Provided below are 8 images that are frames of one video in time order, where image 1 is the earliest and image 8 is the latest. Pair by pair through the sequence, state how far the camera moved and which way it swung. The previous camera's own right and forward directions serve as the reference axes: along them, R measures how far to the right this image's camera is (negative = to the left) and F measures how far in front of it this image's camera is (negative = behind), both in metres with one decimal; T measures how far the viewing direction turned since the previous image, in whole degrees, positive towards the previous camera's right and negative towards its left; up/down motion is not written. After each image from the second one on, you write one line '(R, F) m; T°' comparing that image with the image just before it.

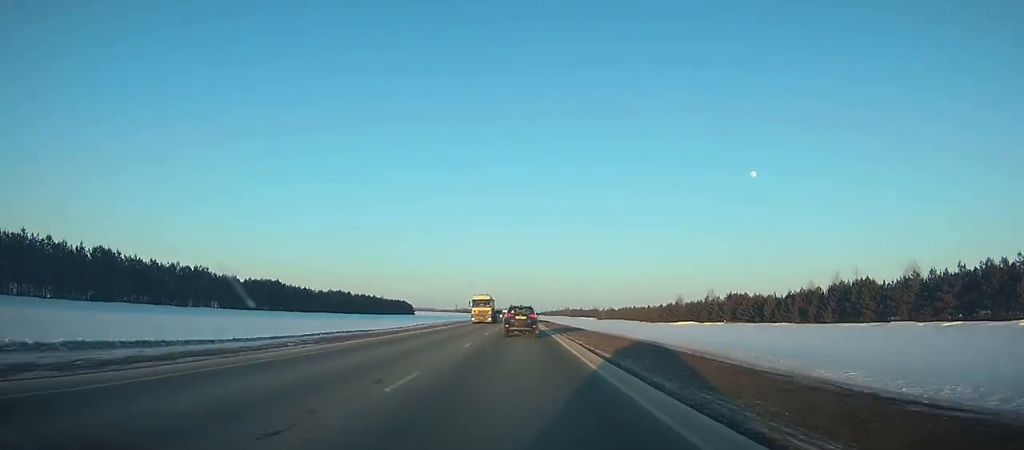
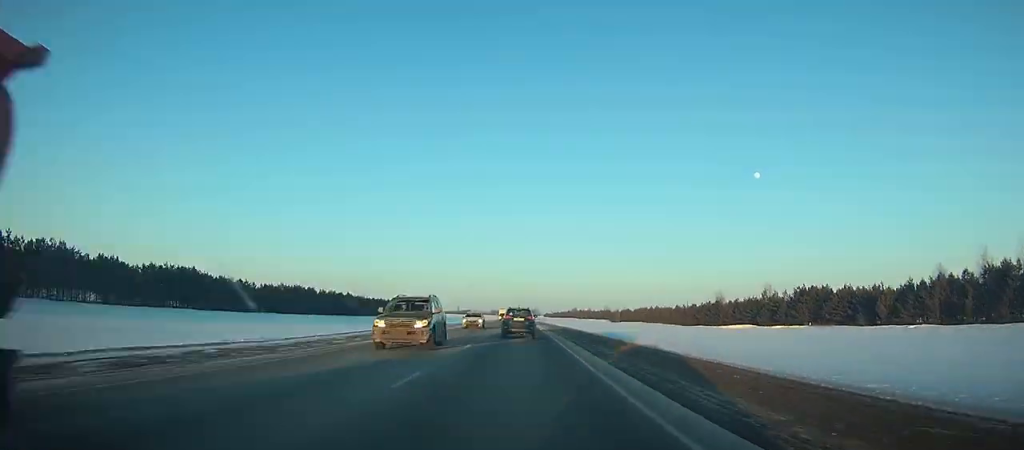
(+0.1, +47.1) m; 0°
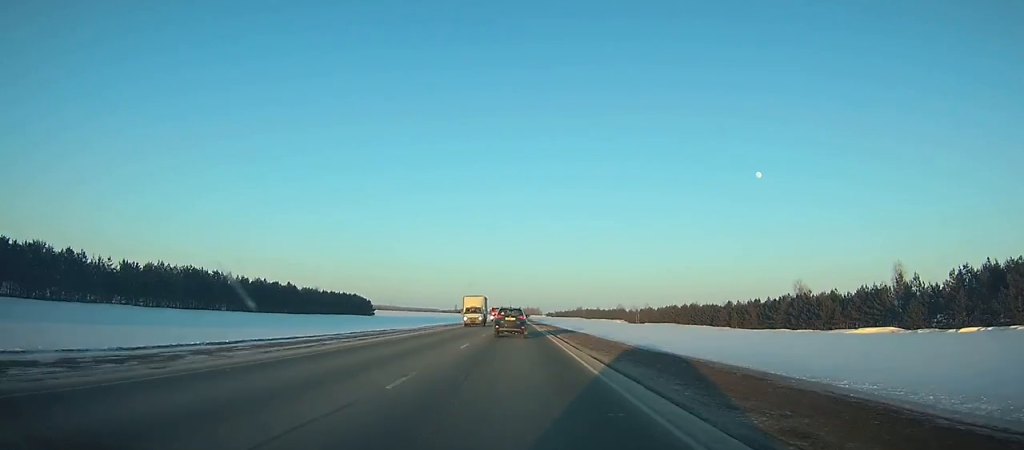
(-0.1, +60.4) m; 0°
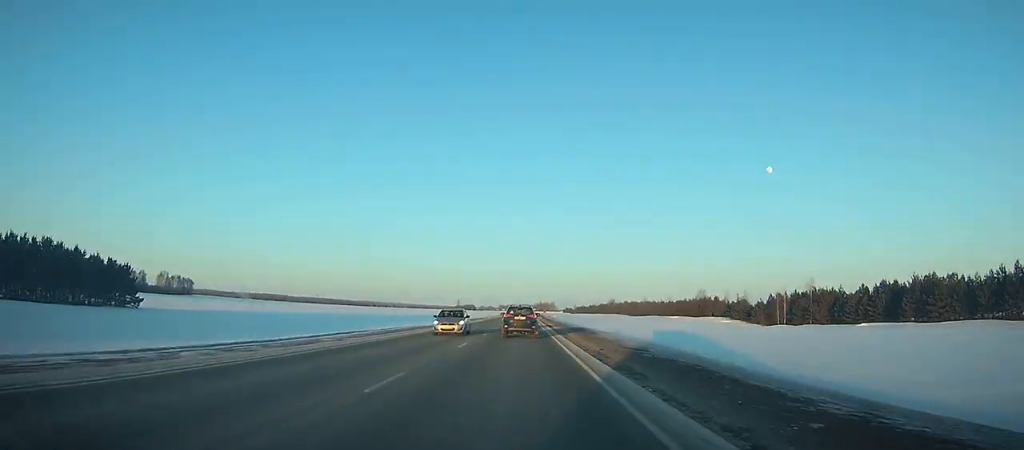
(-1.2, +165.6) m; -1°
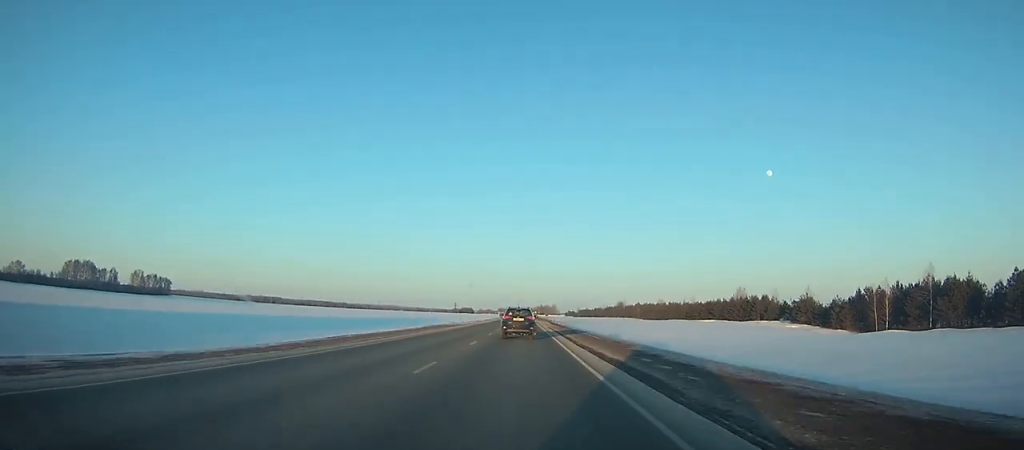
(-0.1, +44.2) m; 0°
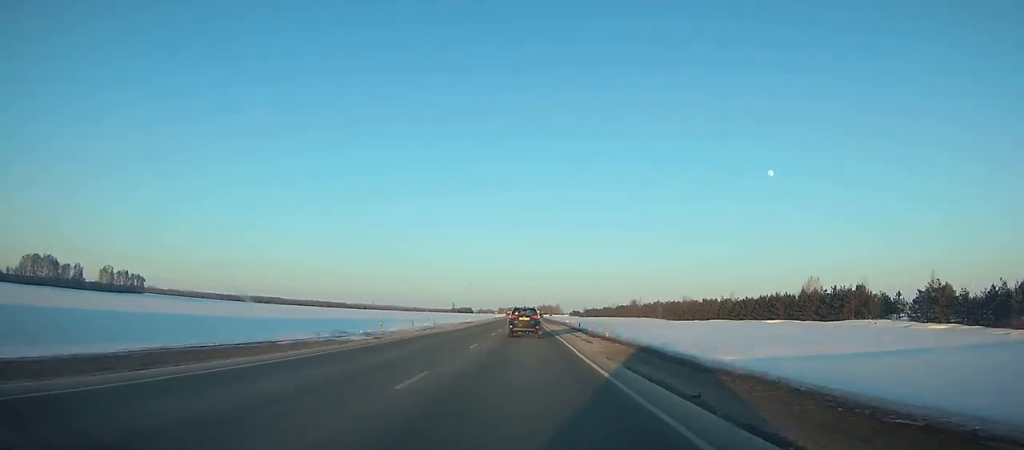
(-0.2, +51.7) m; 0°
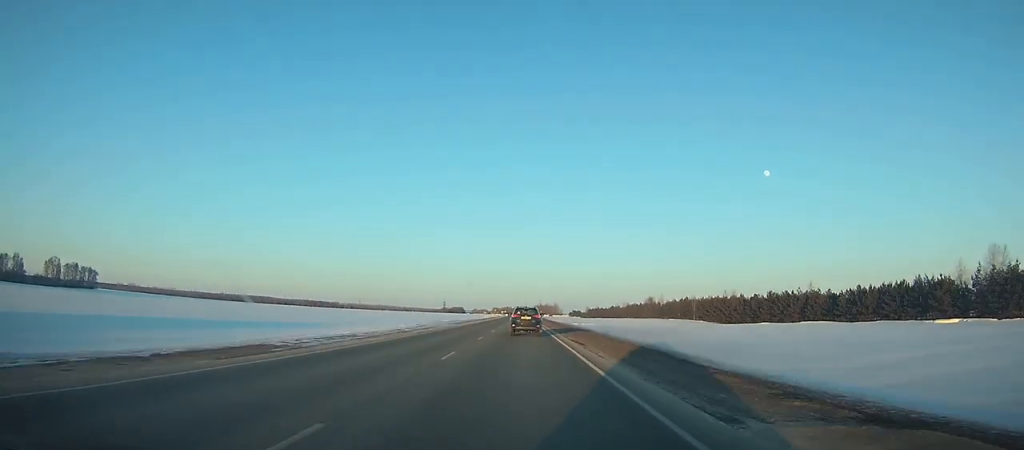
(+0.1, +66.5) m; 0°
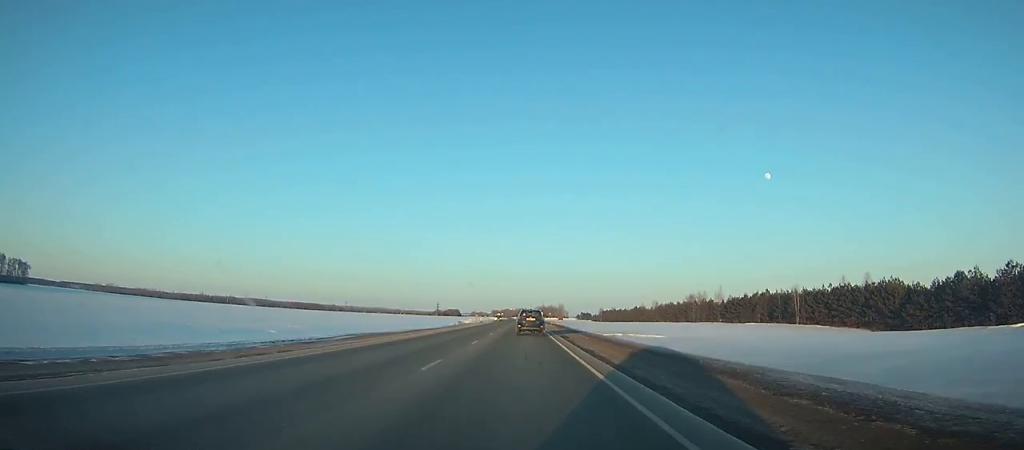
(0.0, +86.9) m; 0°
